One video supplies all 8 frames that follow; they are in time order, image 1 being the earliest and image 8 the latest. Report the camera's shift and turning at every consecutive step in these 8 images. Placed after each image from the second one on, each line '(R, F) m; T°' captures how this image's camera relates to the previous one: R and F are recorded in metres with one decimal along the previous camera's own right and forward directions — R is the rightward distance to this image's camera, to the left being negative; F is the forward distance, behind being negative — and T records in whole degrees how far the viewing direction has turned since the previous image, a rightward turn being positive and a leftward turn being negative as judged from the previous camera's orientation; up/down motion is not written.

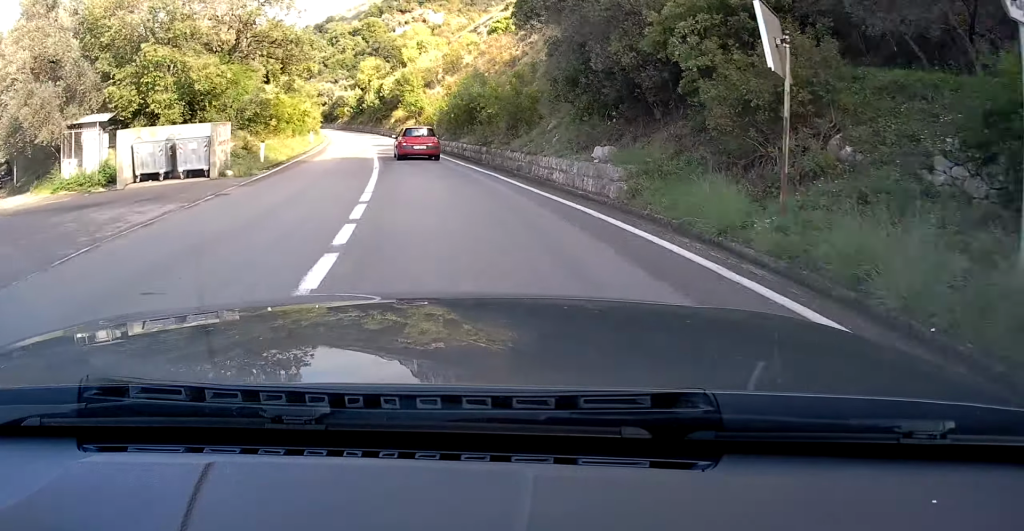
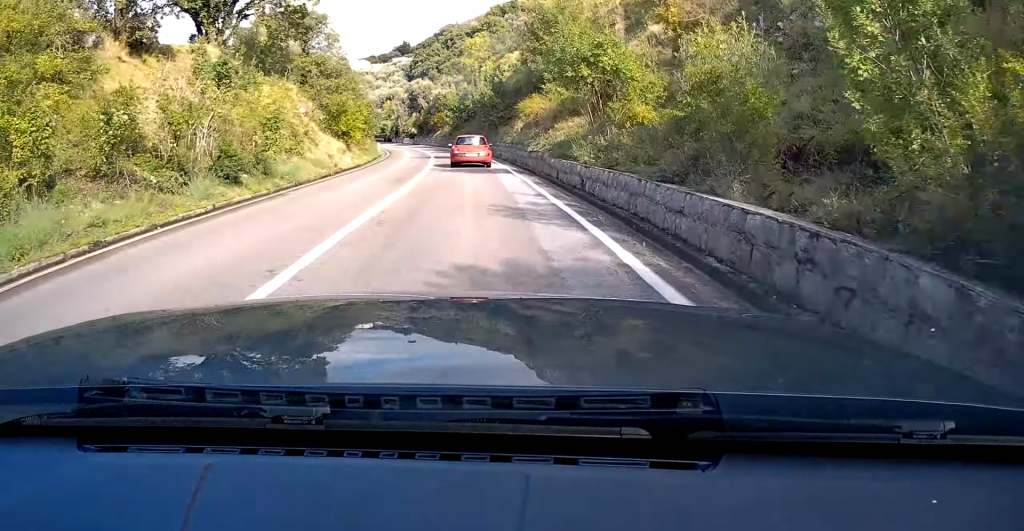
(-5.7, +46.9) m; -11°
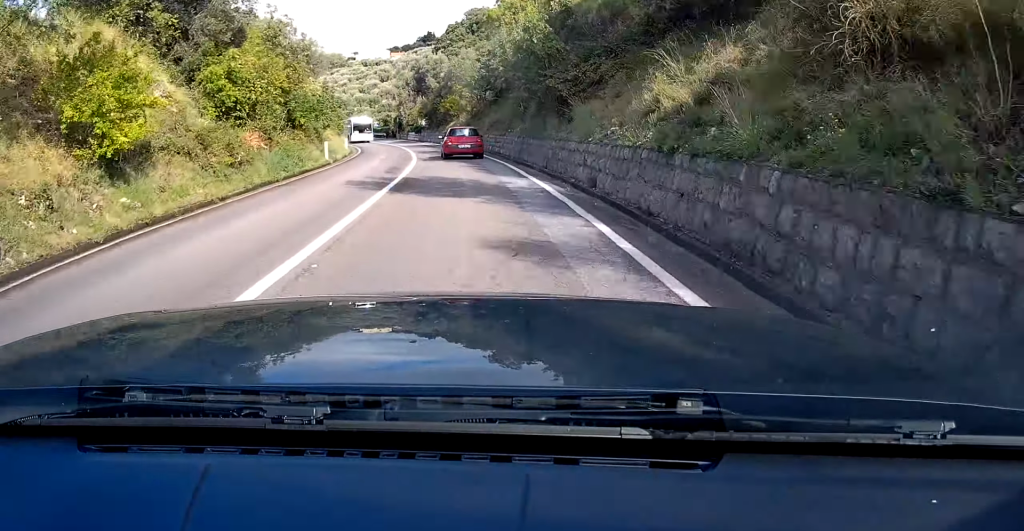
(-0.8, +28.0) m; -4°
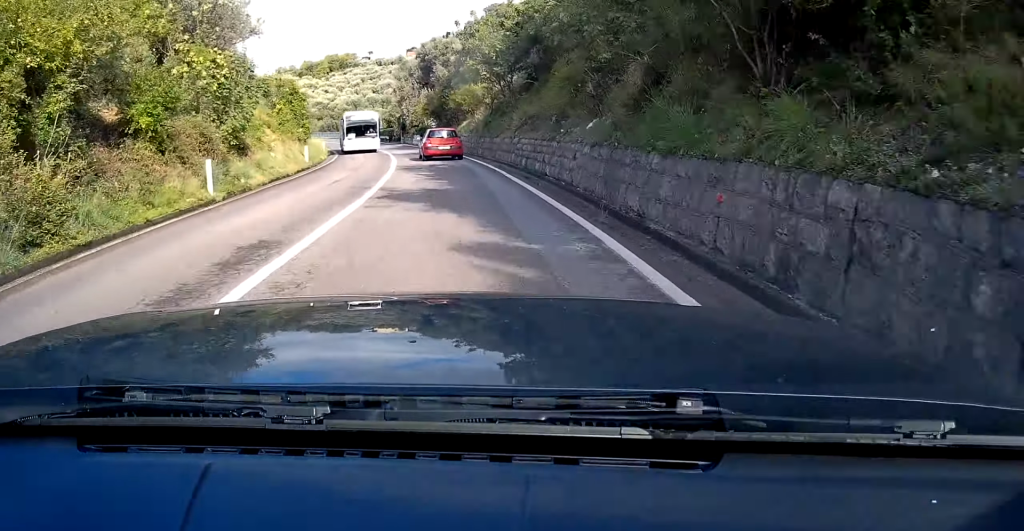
(-0.5, +15.9) m; -3°
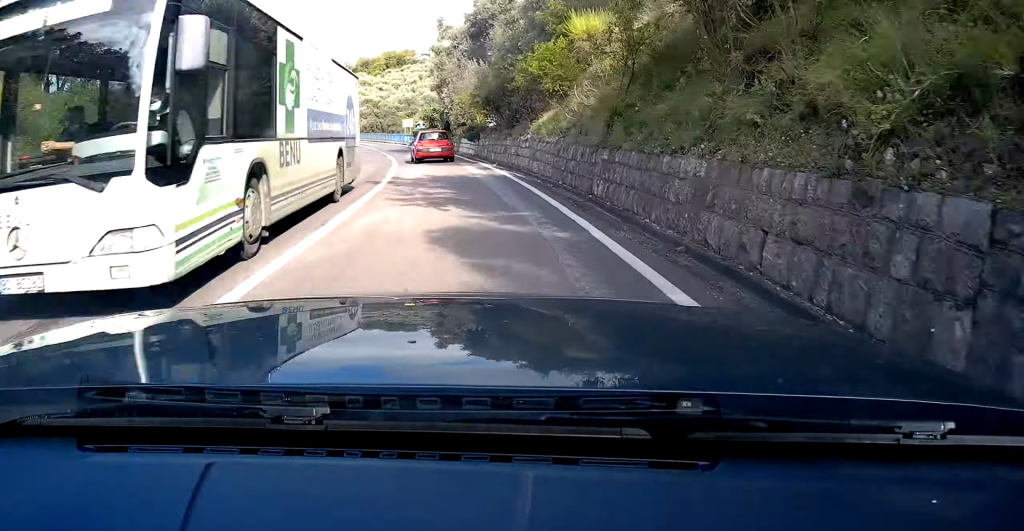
(+0.2, +21.5) m; -4°
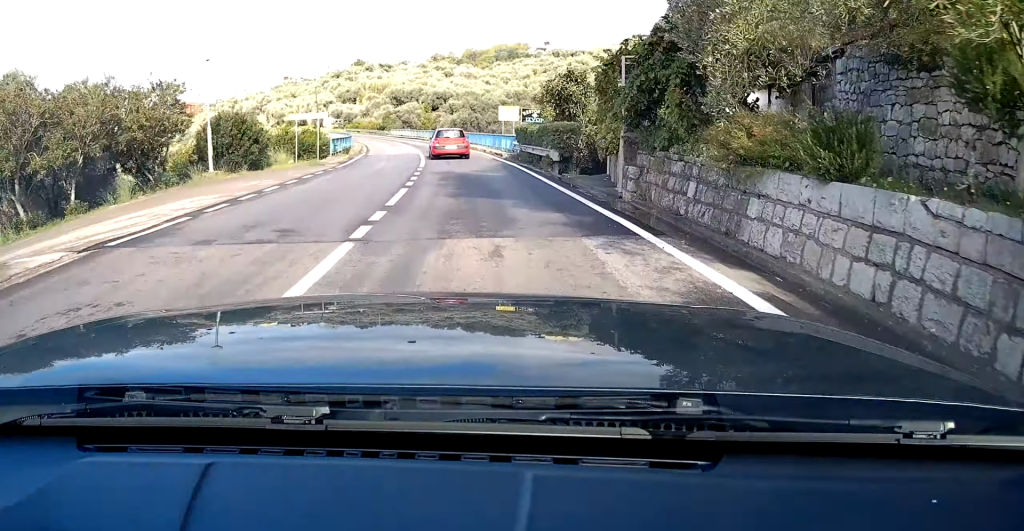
(-3.0, +35.1) m; -9°
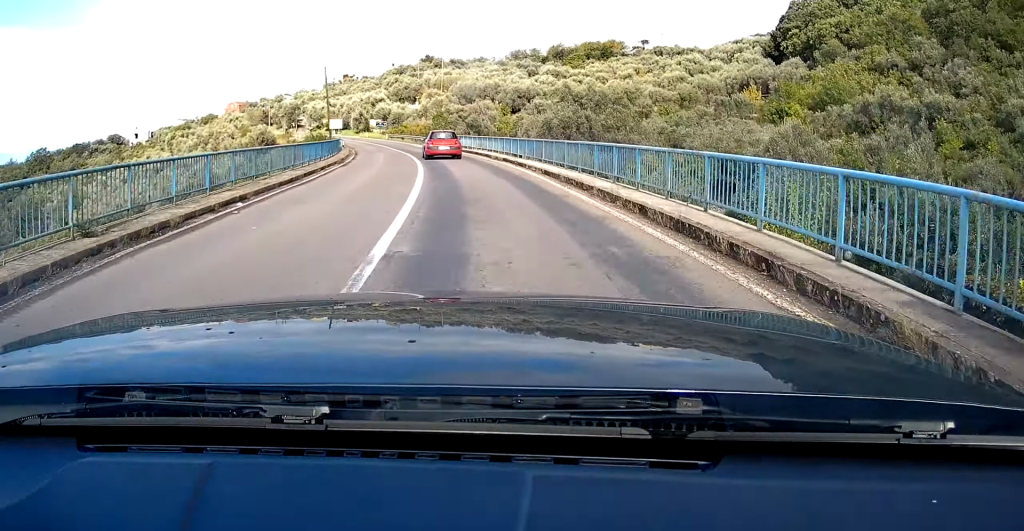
(-2.8, +36.6) m; -9°
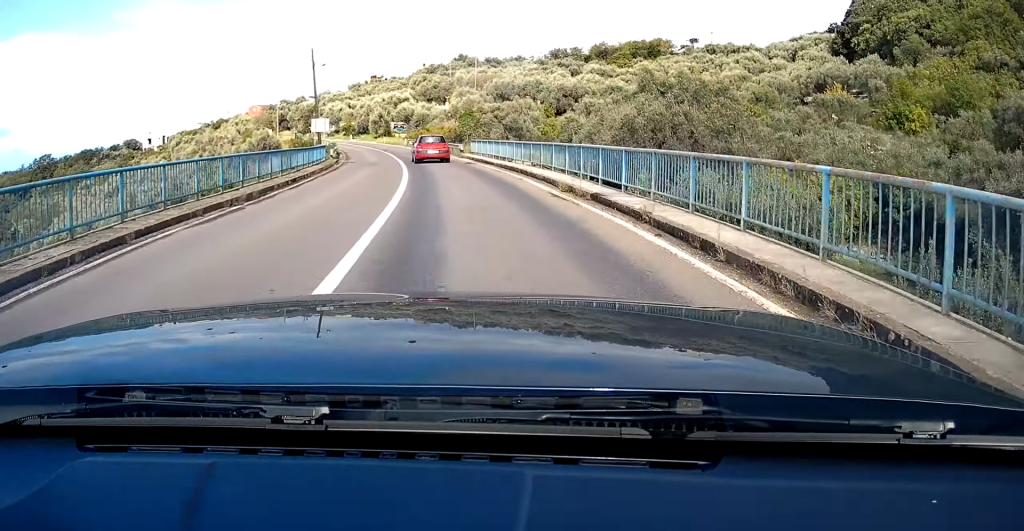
(-1.0, +16.8) m; -4°
